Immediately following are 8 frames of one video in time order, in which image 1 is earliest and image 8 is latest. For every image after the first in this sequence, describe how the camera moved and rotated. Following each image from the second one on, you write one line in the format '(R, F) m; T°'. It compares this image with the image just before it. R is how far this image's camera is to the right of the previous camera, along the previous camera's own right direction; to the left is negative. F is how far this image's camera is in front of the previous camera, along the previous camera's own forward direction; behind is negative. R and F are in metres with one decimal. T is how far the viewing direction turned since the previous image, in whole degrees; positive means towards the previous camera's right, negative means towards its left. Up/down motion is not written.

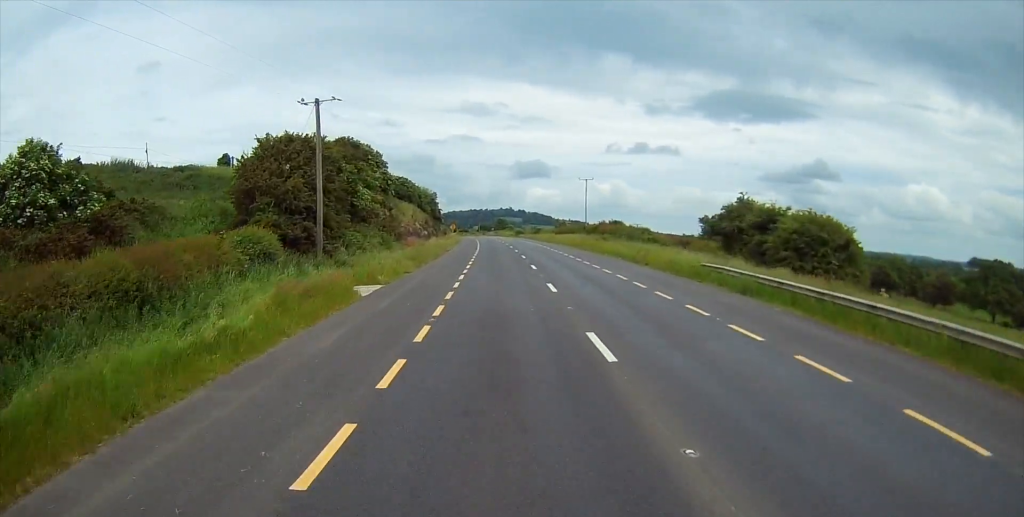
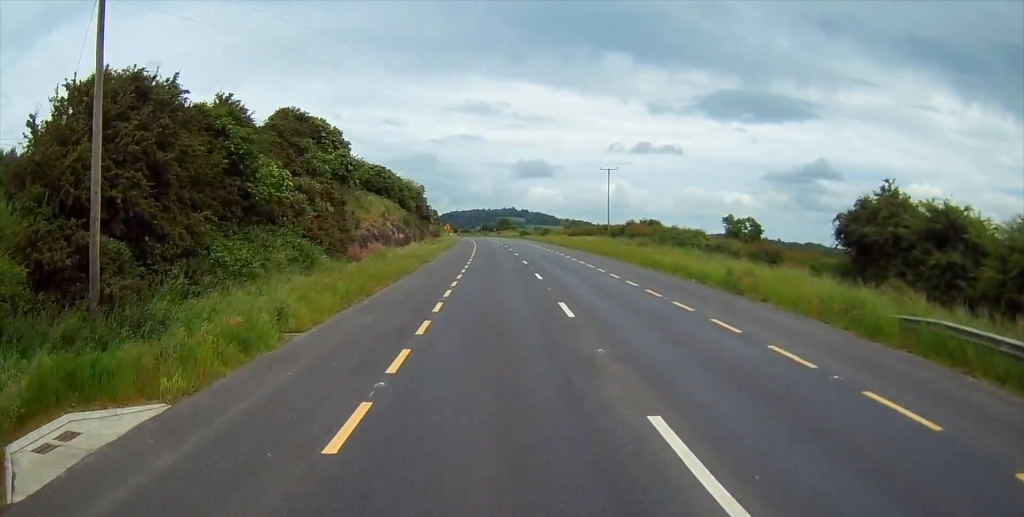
(+0.2, +19.4) m; 0°
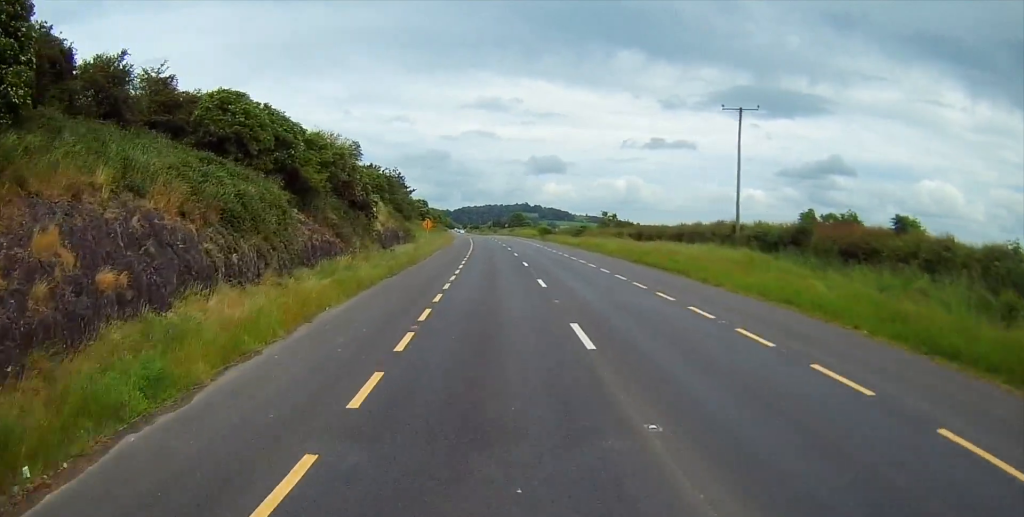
(-1.1, +42.8) m; -2°
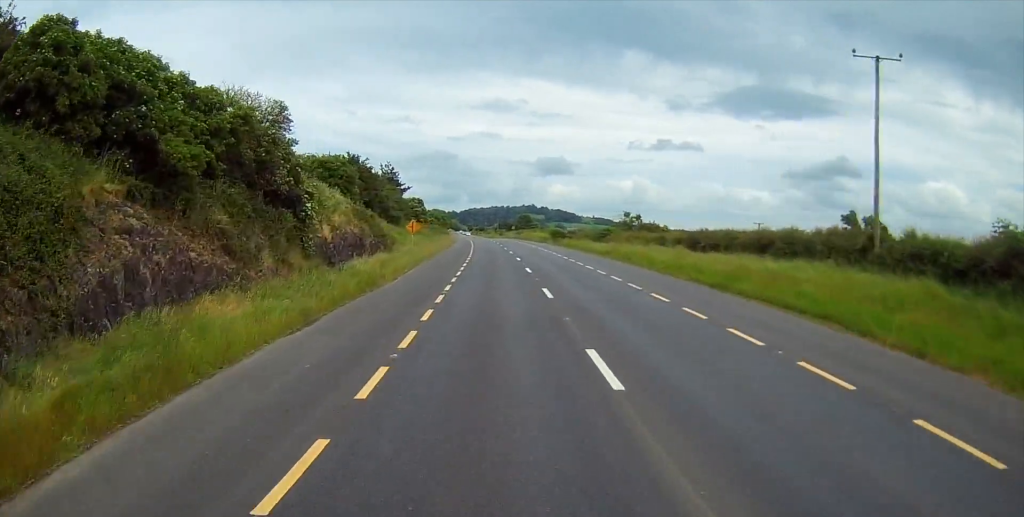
(+0.1, +15.5) m; 0°
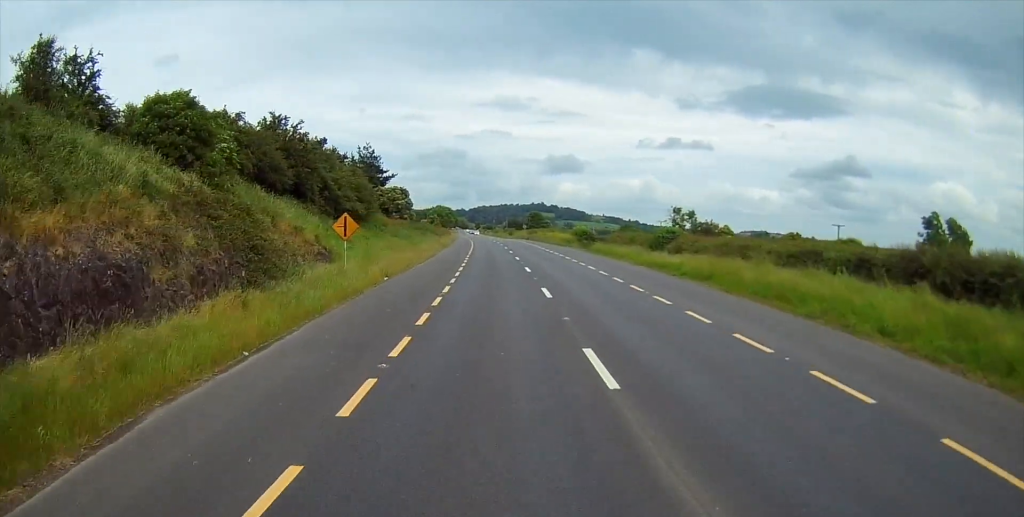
(-0.1, +25.0) m; -1°
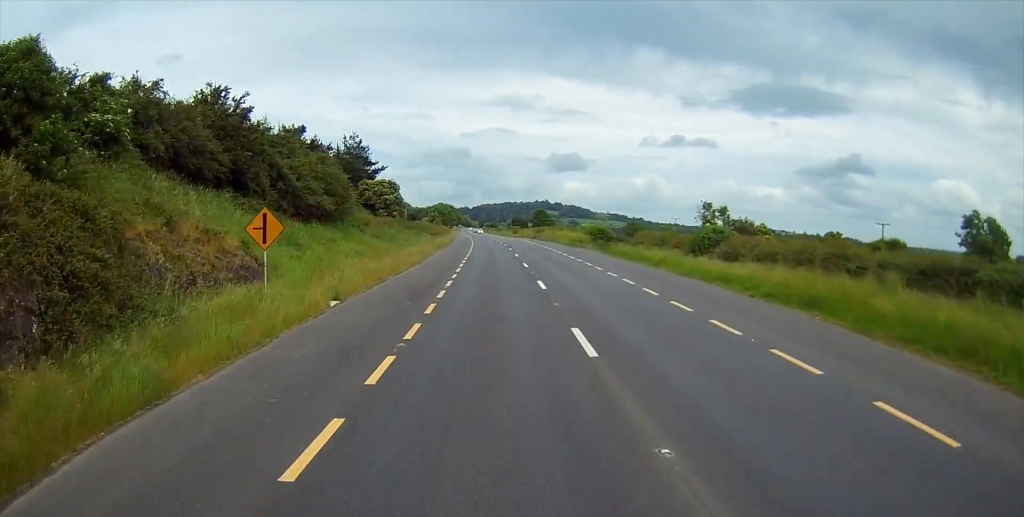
(-0.1, +10.3) m; 0°
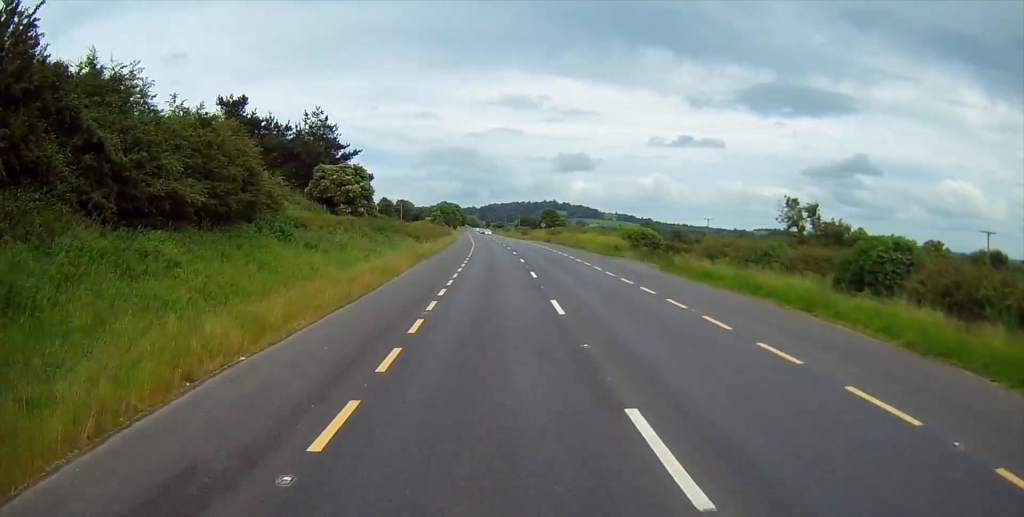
(0.0, +19.1) m; 0°
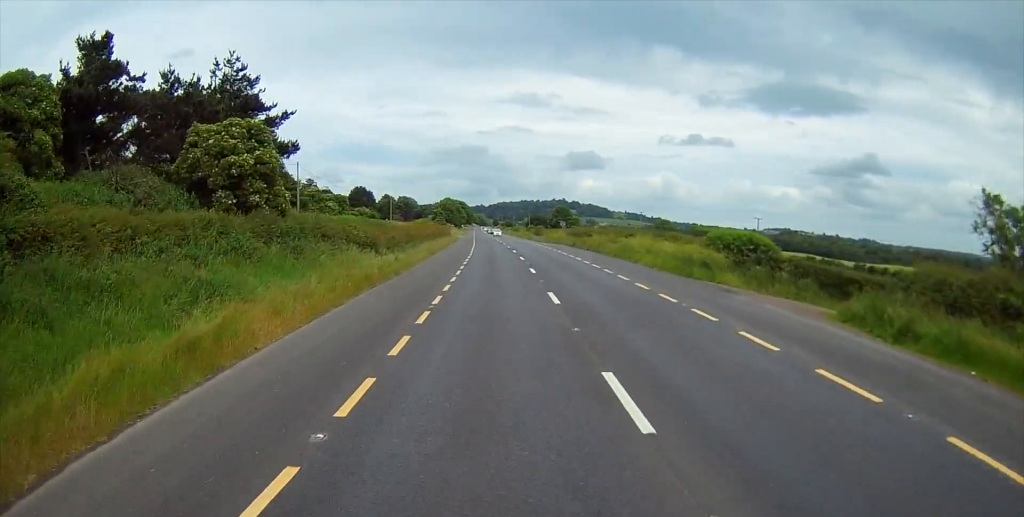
(-0.2, +22.7) m; -1°
